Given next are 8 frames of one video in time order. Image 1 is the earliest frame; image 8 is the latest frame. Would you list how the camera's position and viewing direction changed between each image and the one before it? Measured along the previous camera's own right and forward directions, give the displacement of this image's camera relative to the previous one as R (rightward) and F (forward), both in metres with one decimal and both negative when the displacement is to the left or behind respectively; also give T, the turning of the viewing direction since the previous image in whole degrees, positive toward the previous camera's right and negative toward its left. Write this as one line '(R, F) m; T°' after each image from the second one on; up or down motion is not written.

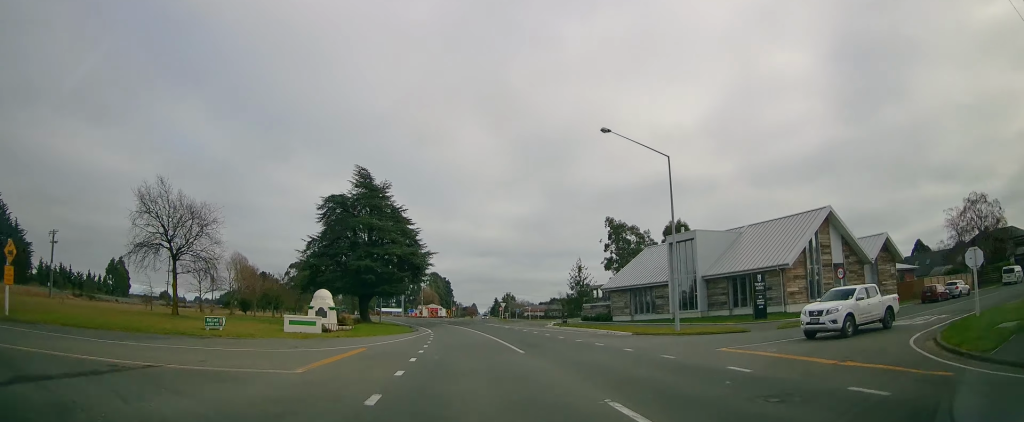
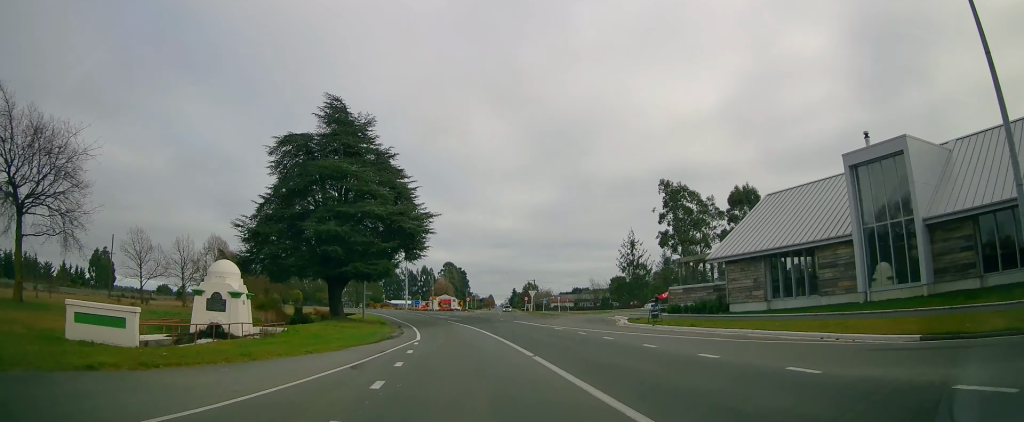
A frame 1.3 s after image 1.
(-0.6, +22.3) m; -2°
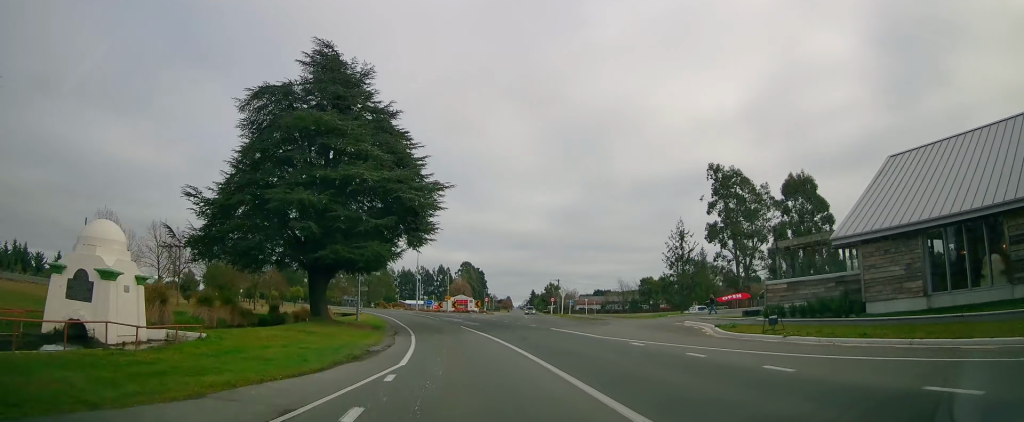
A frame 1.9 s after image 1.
(-0.2, +11.0) m; 0°
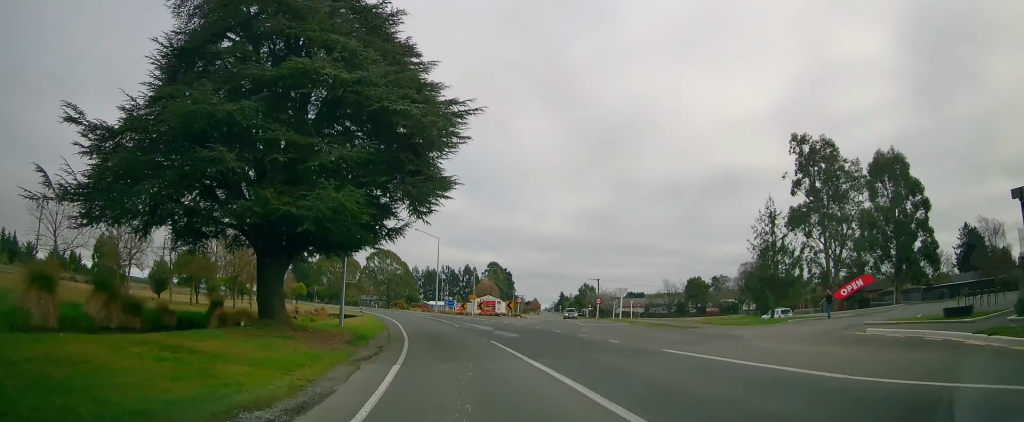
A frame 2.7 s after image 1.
(+0.6, +13.9) m; -1°
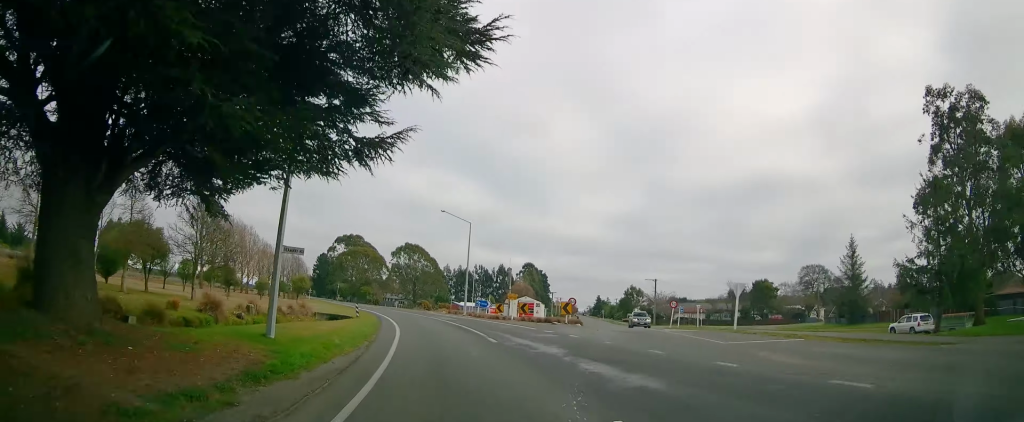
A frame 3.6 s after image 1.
(-0.8, +15.7) m; -5°
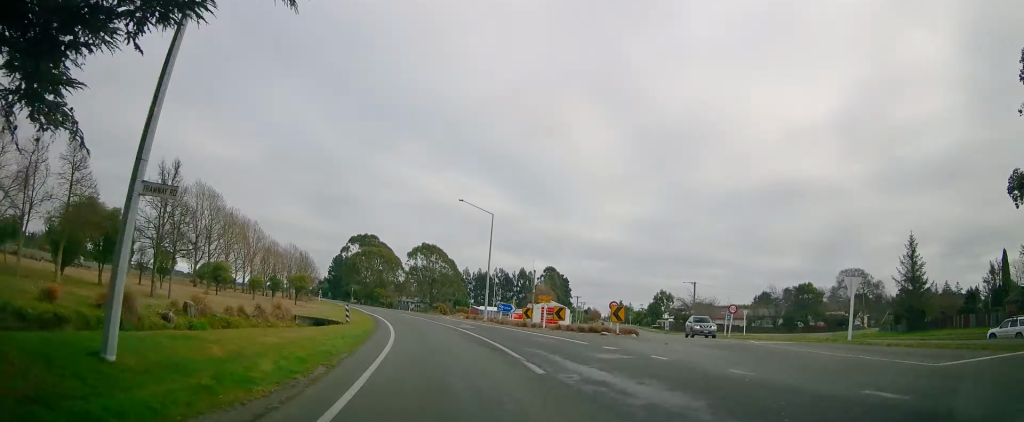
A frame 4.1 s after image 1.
(-0.3, +8.7) m; -2°
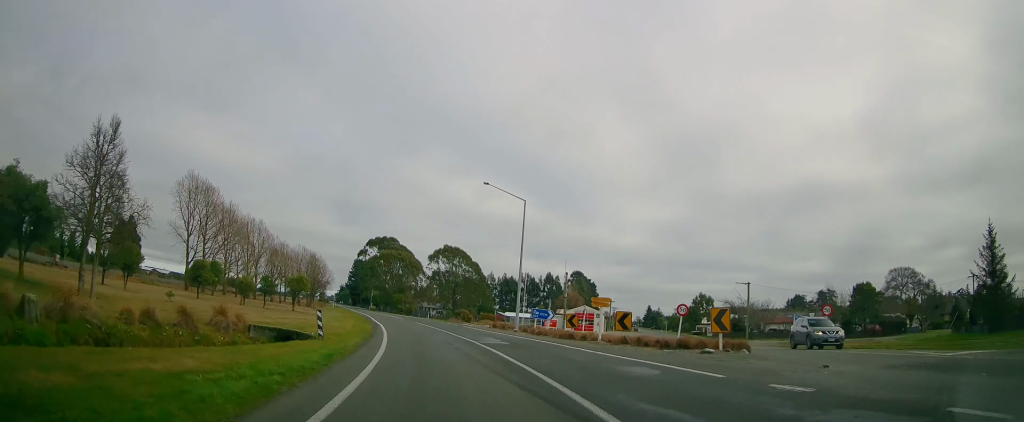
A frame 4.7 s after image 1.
(-0.3, +9.8) m; -2°
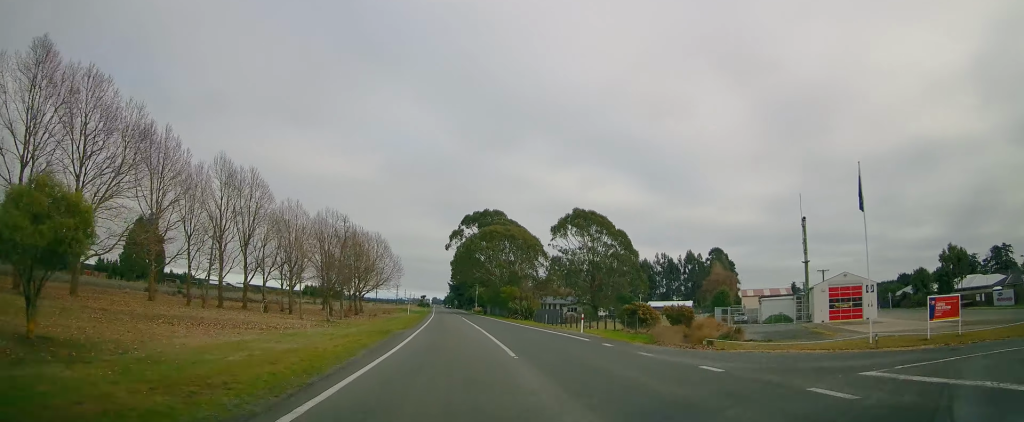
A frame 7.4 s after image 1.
(-4.2, +46.1) m; -13°
